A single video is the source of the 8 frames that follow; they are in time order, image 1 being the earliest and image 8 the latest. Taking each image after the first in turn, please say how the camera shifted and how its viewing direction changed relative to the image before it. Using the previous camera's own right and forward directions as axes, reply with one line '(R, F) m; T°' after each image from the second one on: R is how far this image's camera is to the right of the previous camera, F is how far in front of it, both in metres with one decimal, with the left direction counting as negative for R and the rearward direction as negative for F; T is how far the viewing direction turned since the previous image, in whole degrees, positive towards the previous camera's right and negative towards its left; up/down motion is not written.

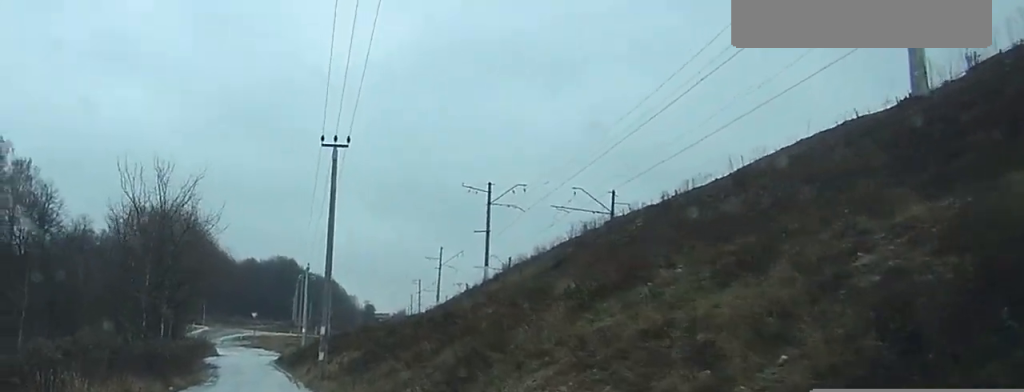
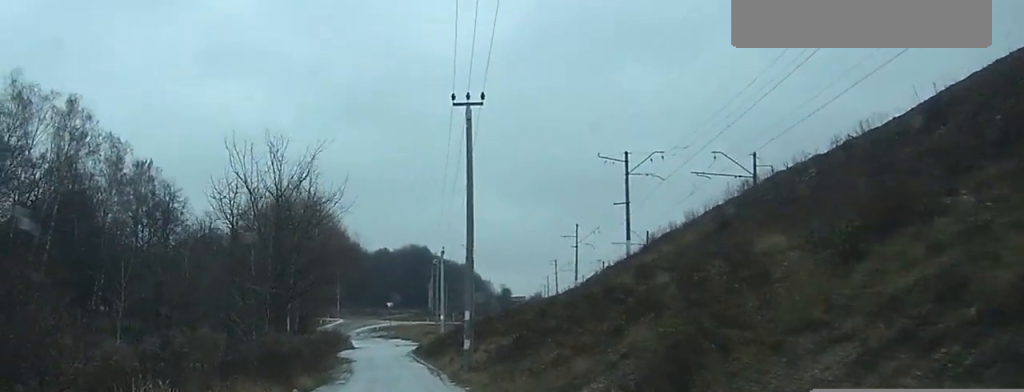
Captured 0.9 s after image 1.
(-0.2, +4.0) m; -4°
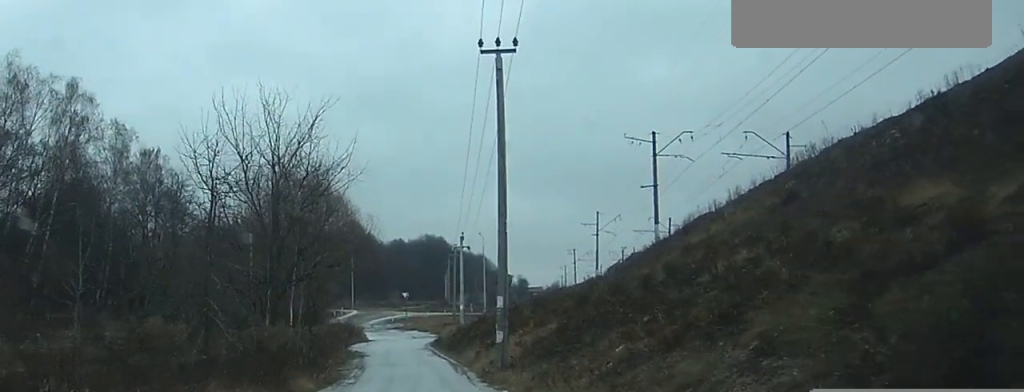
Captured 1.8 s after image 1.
(-0.1, +4.7) m; +1°
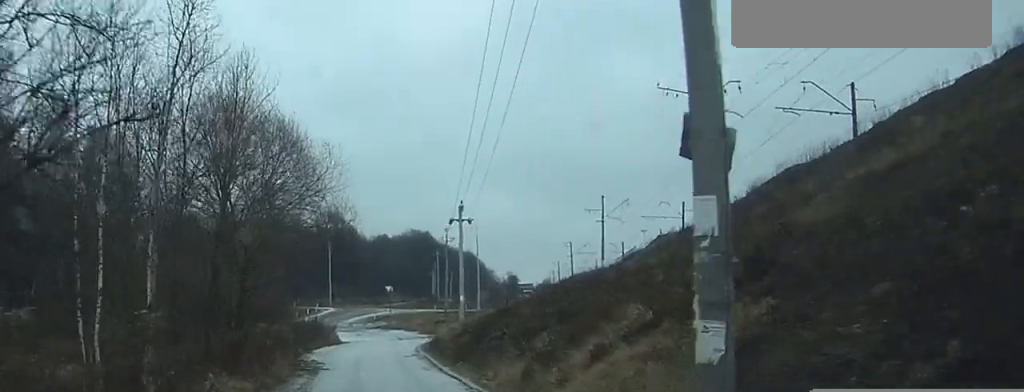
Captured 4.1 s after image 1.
(+0.5, +14.0) m; +2°
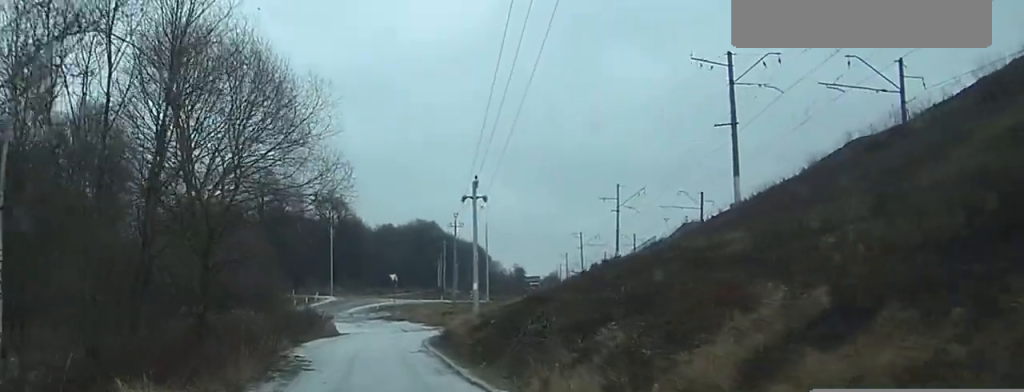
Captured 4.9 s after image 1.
(0.0, +5.2) m; 0°
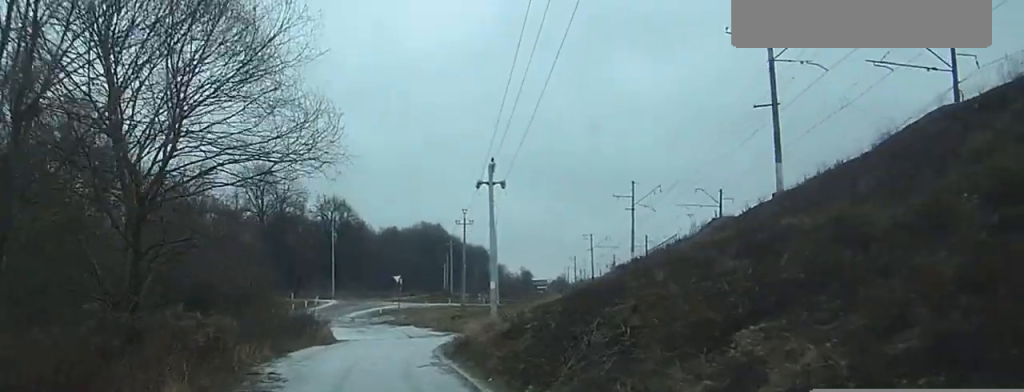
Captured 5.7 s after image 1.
(0.0, +5.5) m; 0°
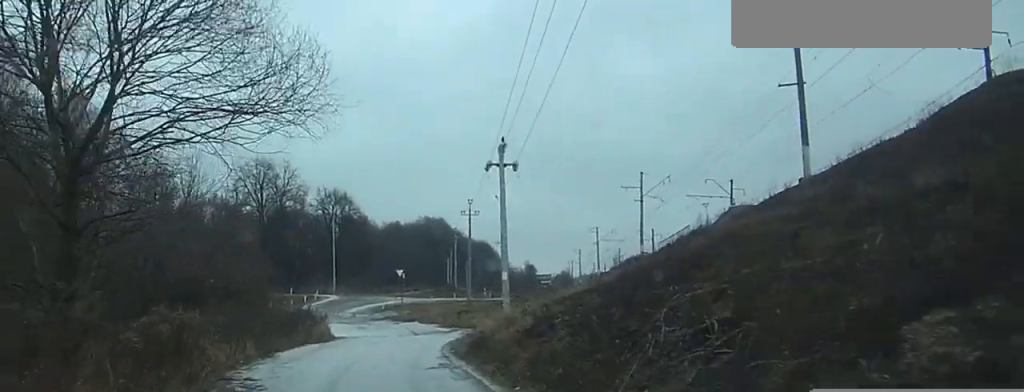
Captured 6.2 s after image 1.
(0.0, +3.1) m; 0°
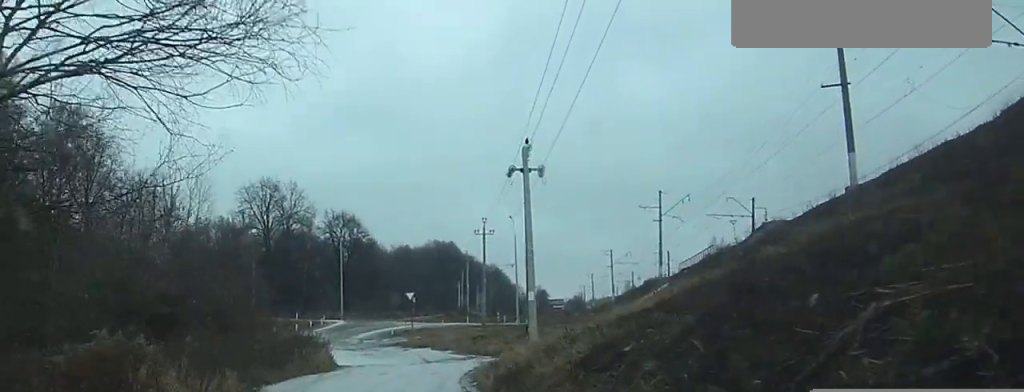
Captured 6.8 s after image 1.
(0.0, +4.2) m; -1°
